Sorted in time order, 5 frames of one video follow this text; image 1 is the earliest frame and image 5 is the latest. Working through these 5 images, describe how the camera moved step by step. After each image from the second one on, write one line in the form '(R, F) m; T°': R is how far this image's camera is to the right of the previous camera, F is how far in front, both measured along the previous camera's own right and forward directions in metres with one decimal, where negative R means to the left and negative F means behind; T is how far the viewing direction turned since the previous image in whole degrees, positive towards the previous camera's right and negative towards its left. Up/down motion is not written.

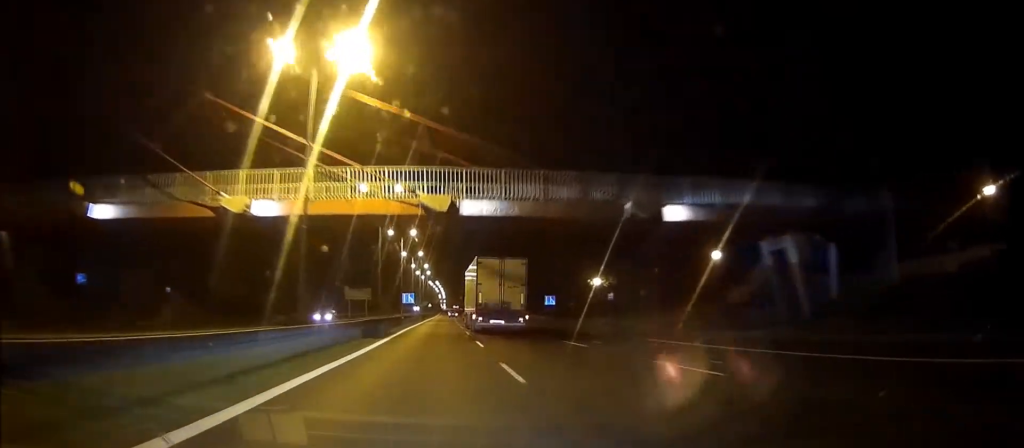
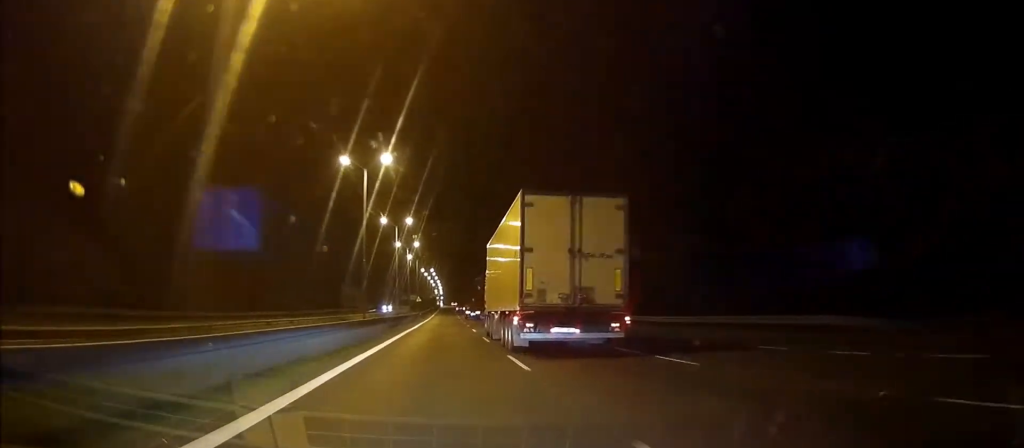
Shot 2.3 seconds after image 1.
(+0.2, +70.1) m; 0°
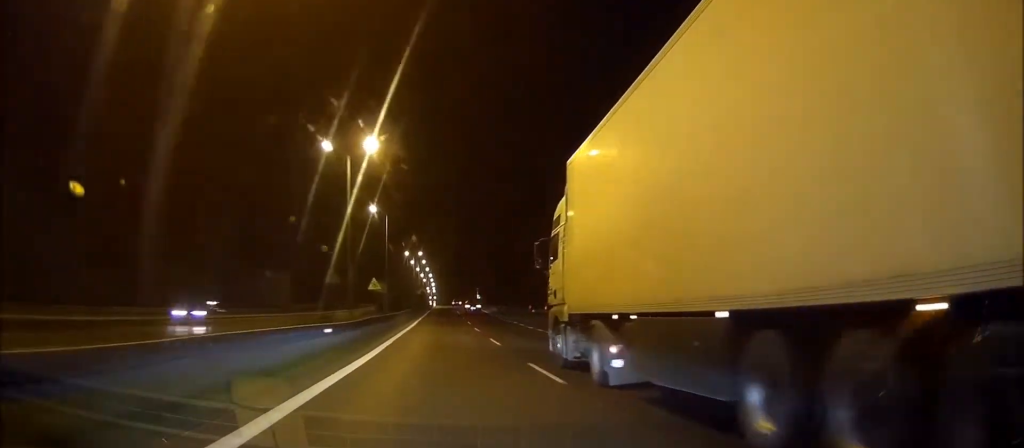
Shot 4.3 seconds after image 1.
(+0.2, +62.1) m; +1°
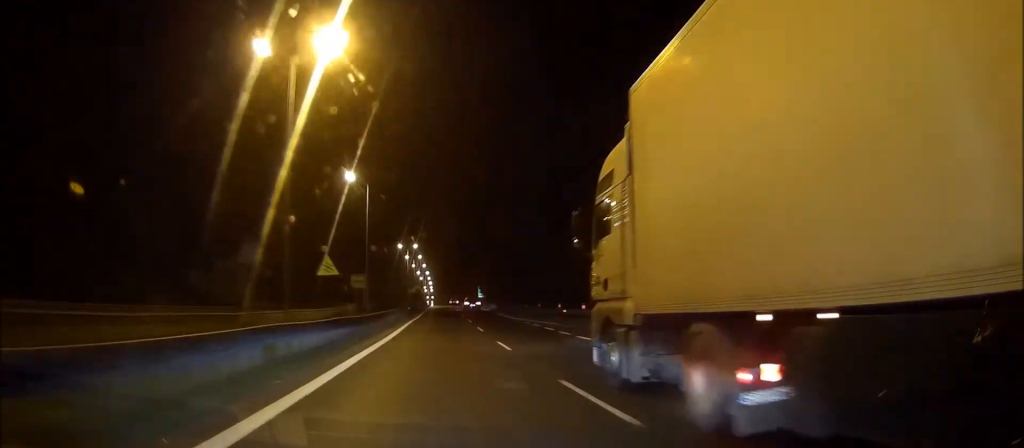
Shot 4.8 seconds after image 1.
(0.0, +16.2) m; 0°
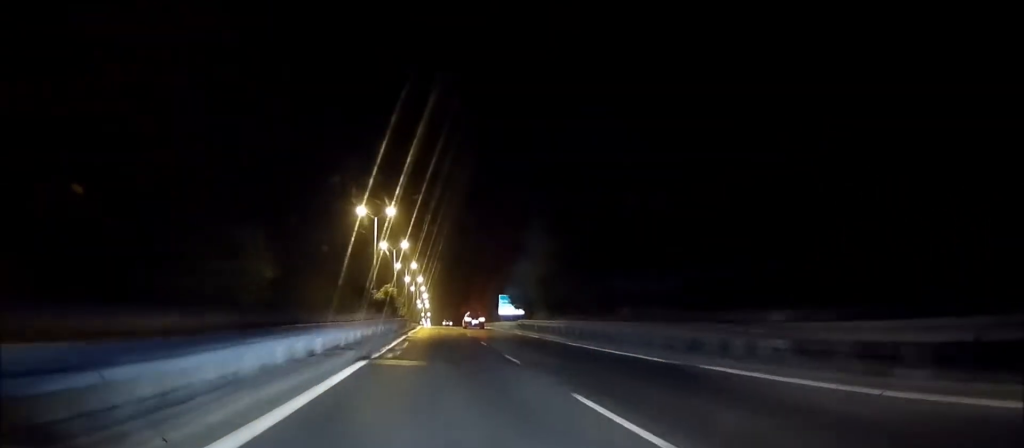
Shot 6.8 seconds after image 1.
(+0.4, +58.0) m; 0°
